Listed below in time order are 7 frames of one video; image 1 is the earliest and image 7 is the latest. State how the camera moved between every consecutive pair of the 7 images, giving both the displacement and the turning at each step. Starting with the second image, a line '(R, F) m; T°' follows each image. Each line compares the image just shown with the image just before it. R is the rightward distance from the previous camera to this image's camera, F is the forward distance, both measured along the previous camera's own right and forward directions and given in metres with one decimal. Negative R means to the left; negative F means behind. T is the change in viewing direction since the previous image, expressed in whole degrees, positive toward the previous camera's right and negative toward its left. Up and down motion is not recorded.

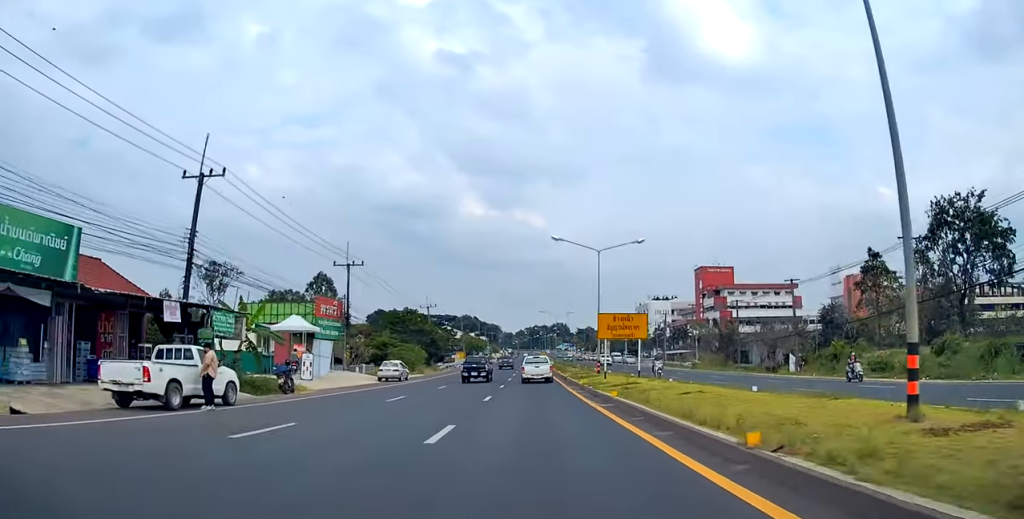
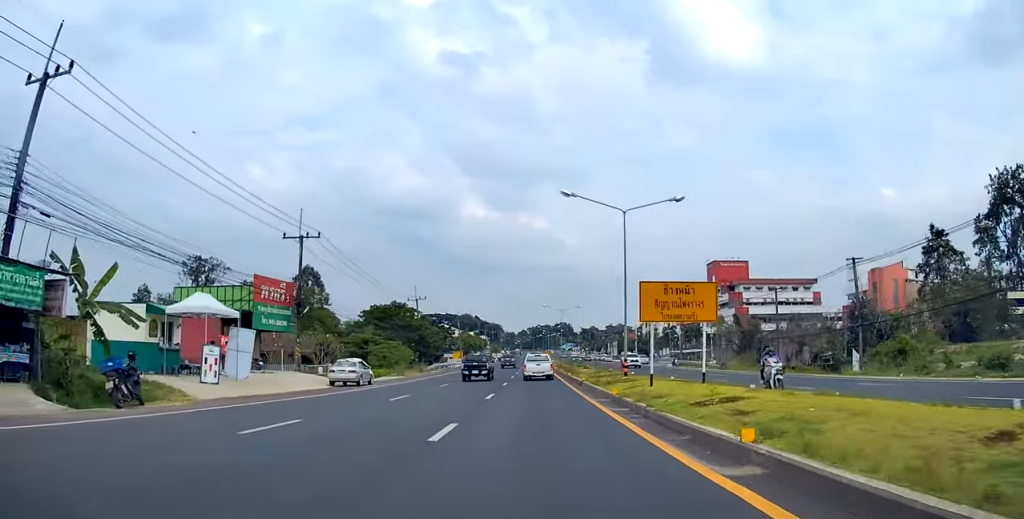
(0.0, +11.4) m; 0°
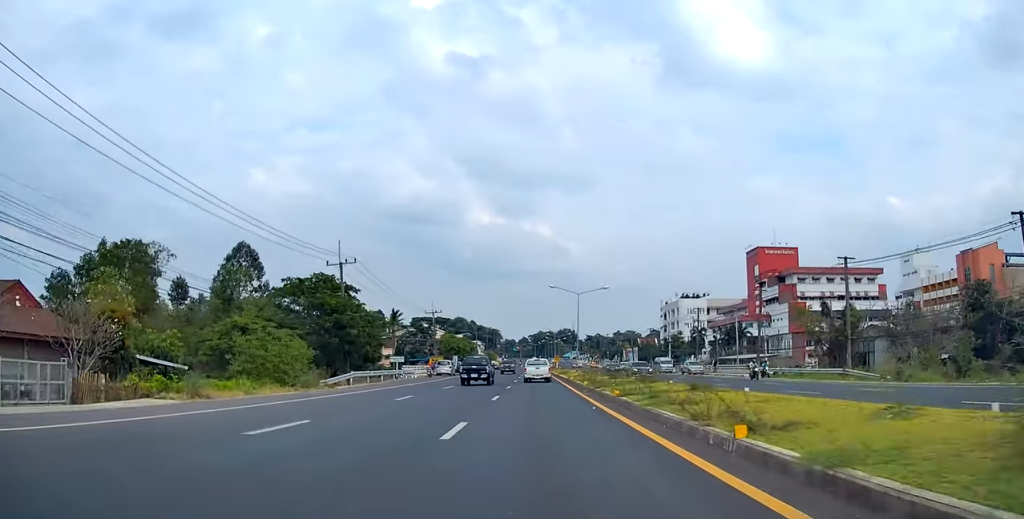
(+0.2, +34.4) m; +1°
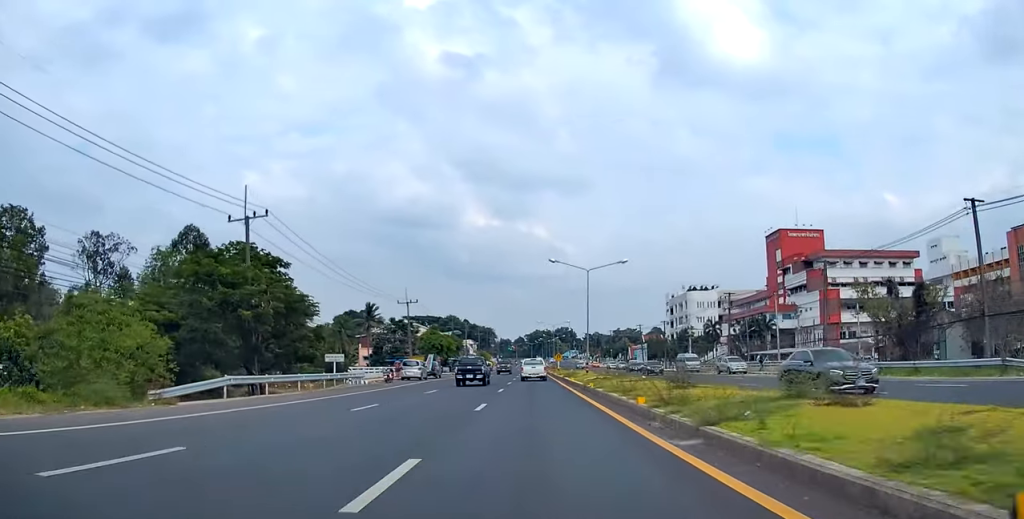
(0.0, +17.4) m; 0°
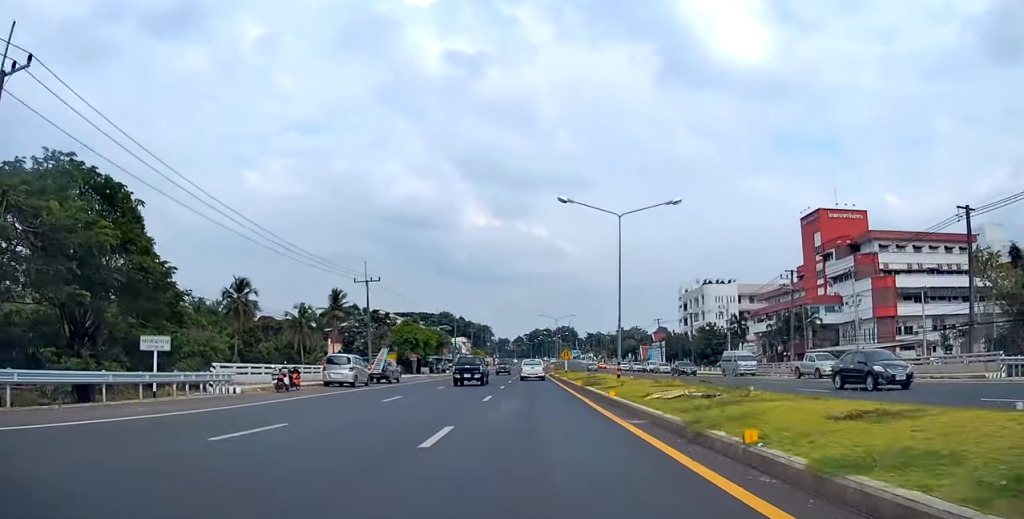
(-0.1, +20.0) m; -1°
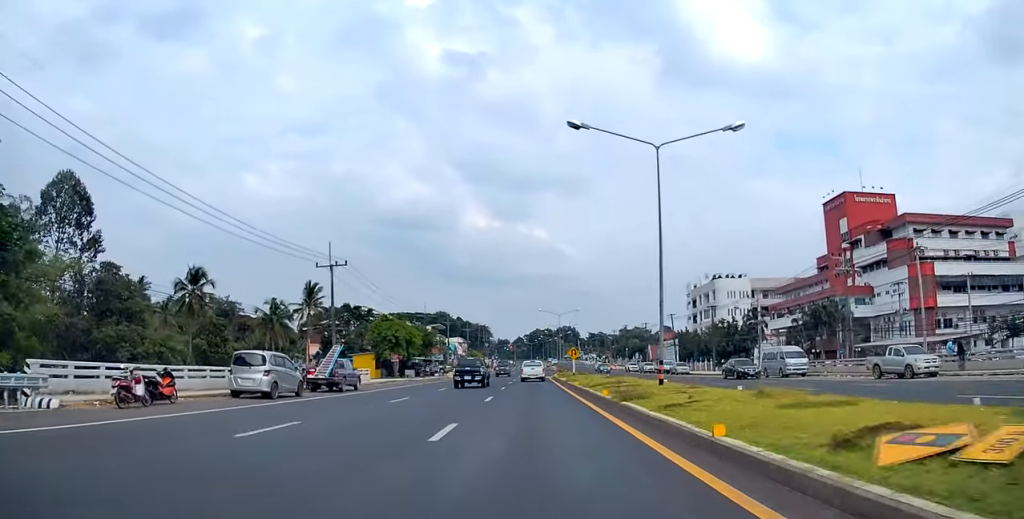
(-0.2, +11.3) m; 0°
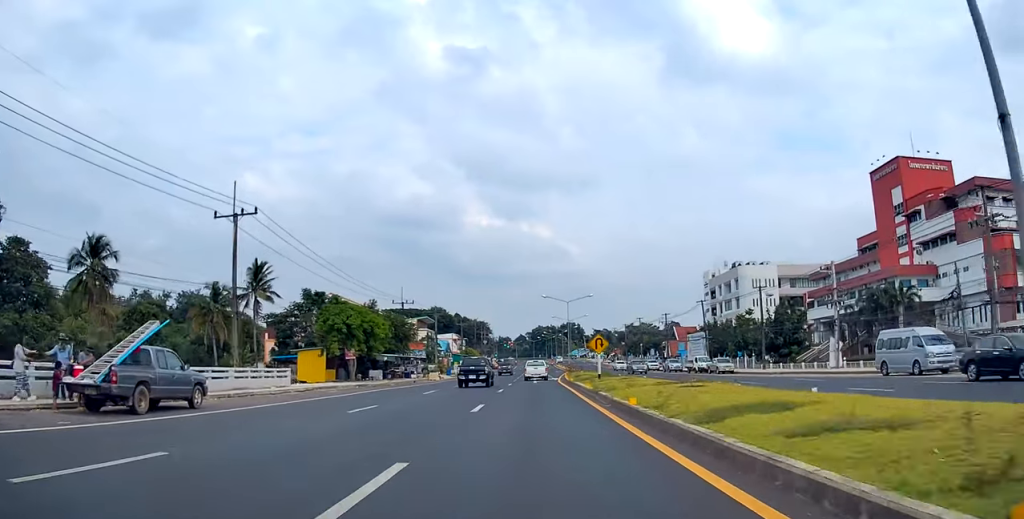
(0.0, +17.3) m; 0°
